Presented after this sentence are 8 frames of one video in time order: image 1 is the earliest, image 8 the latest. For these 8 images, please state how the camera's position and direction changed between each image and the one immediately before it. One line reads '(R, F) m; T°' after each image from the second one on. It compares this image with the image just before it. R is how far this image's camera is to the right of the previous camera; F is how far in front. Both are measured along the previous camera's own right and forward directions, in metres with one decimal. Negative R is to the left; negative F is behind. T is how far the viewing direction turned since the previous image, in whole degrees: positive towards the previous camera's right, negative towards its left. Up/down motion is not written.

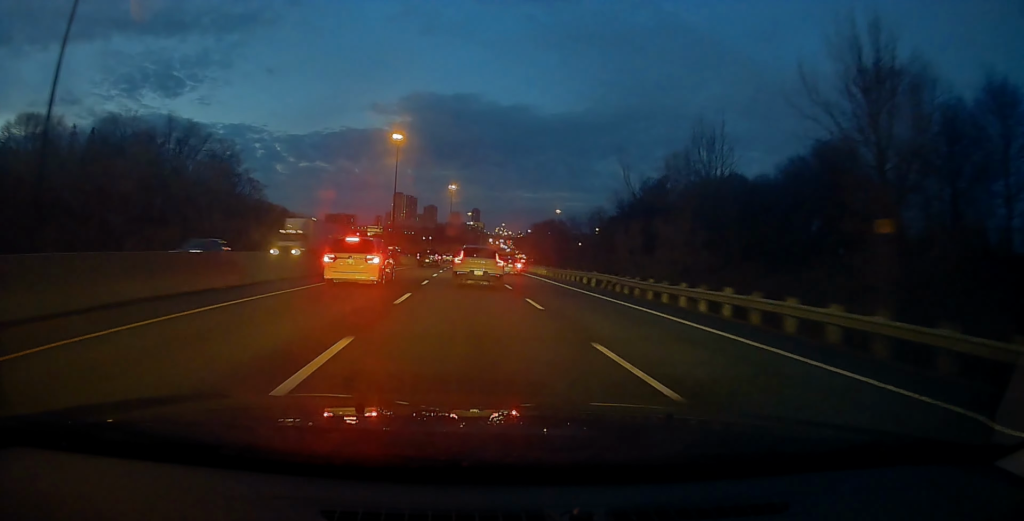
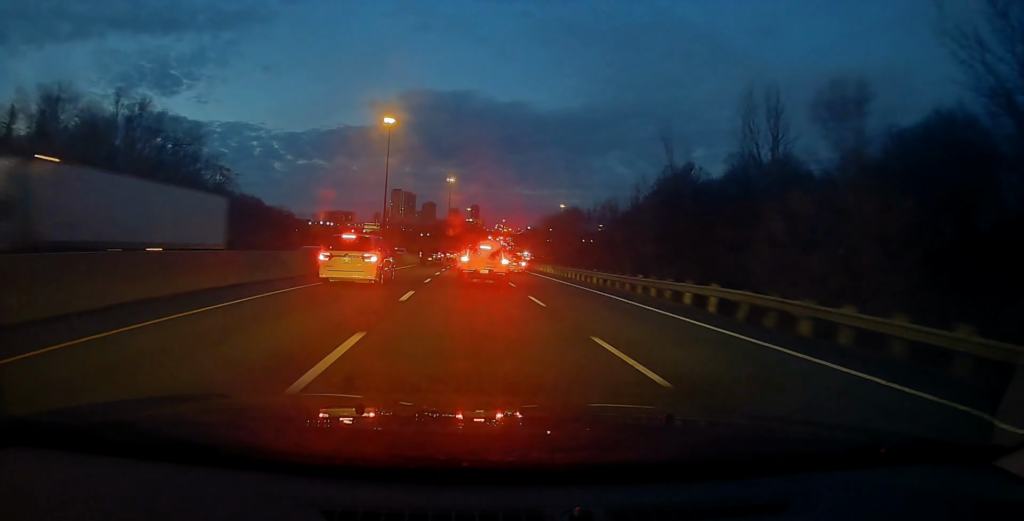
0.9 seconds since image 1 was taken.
(-0.1, +17.8) m; 0°
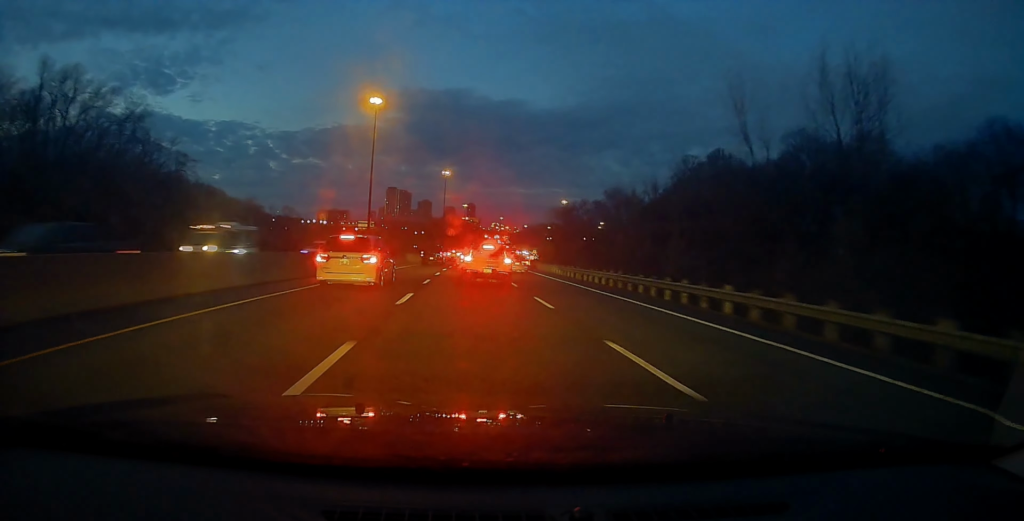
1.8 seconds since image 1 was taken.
(+0.2, +19.1) m; +1°
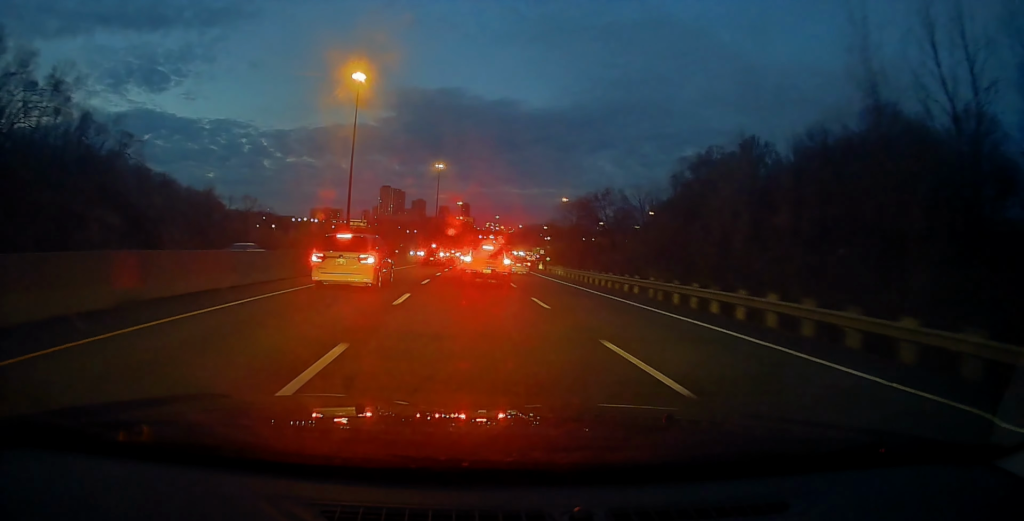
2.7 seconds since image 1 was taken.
(+0.1, +18.1) m; 0°
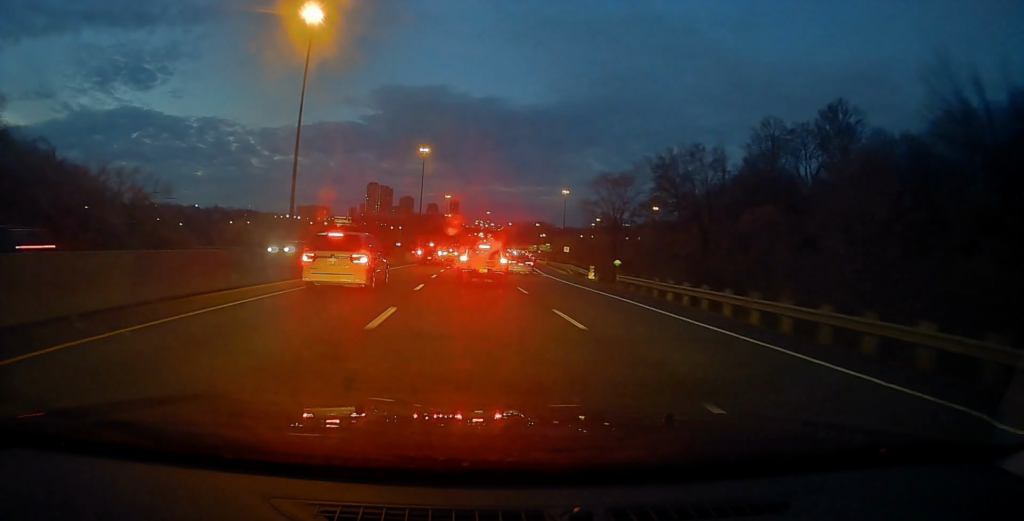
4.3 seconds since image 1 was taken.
(0.0, +31.1) m; +1°
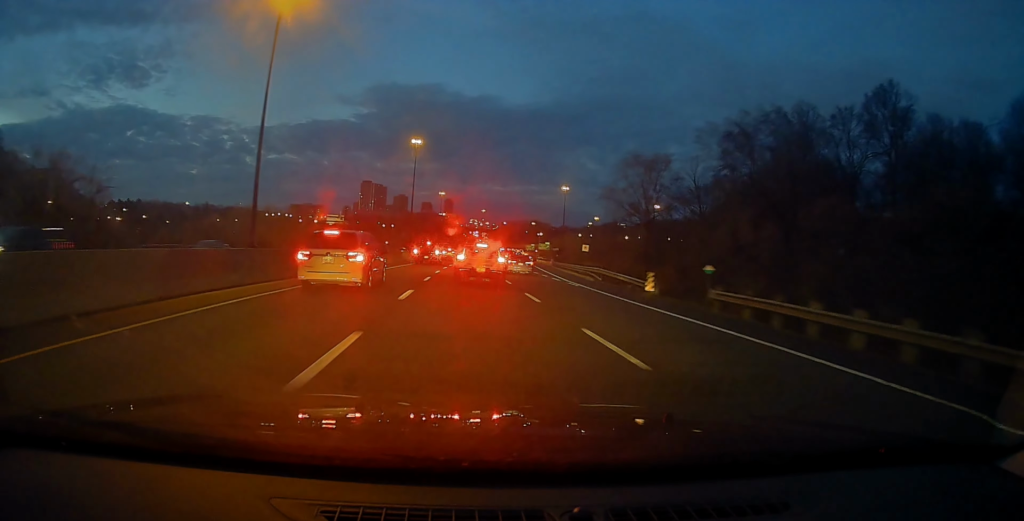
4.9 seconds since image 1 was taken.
(+0.2, +13.1) m; 0°
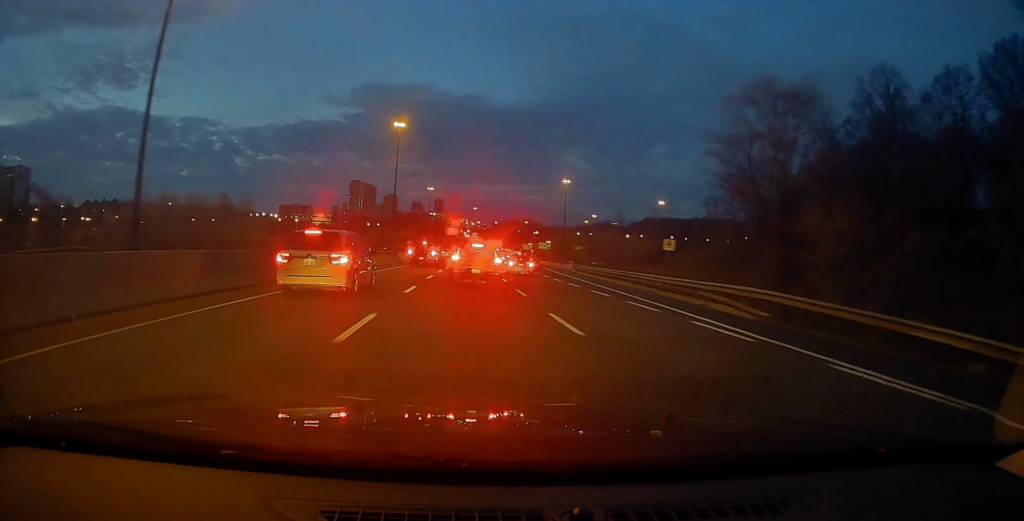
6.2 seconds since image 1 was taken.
(-0.2, +25.1) m; 0°
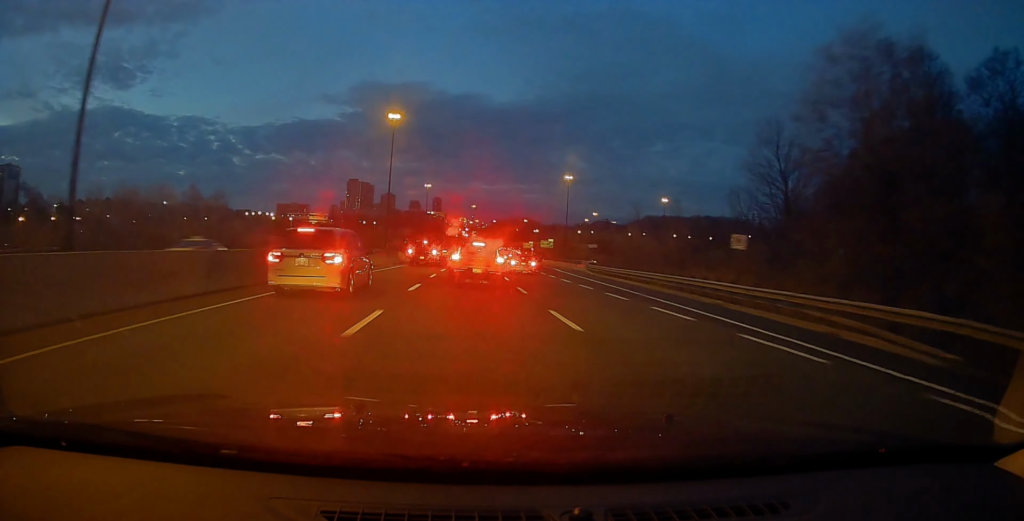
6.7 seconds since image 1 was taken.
(0.0, +8.8) m; +1°
